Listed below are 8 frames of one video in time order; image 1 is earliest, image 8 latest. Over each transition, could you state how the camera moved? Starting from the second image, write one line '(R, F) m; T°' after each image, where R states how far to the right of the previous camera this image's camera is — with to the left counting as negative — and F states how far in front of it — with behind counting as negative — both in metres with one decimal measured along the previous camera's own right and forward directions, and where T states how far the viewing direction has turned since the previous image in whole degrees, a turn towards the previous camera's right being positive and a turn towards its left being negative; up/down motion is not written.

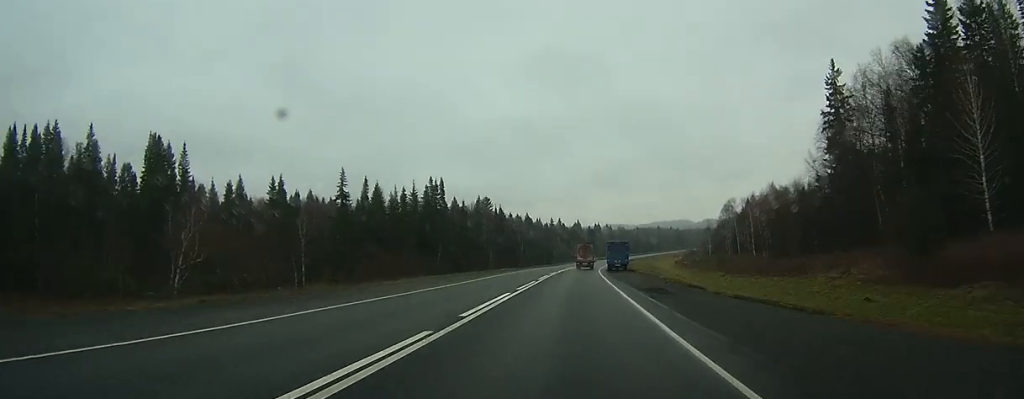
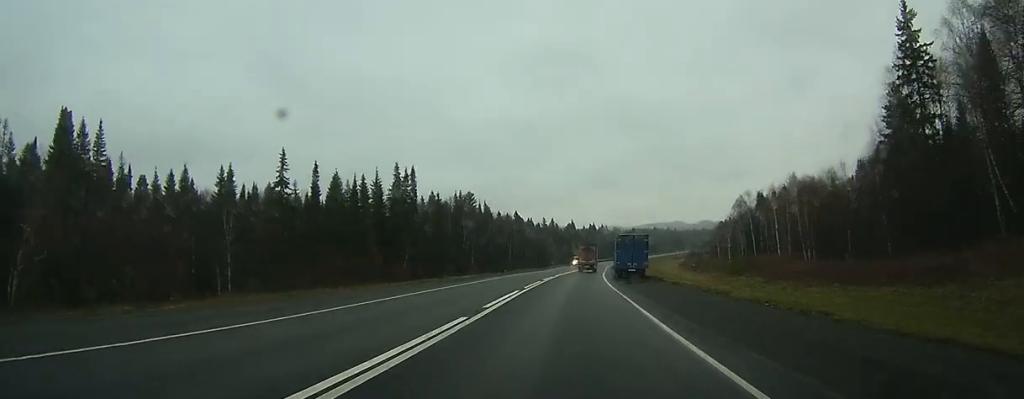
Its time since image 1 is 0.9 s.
(+0.1, +19.9) m; 0°
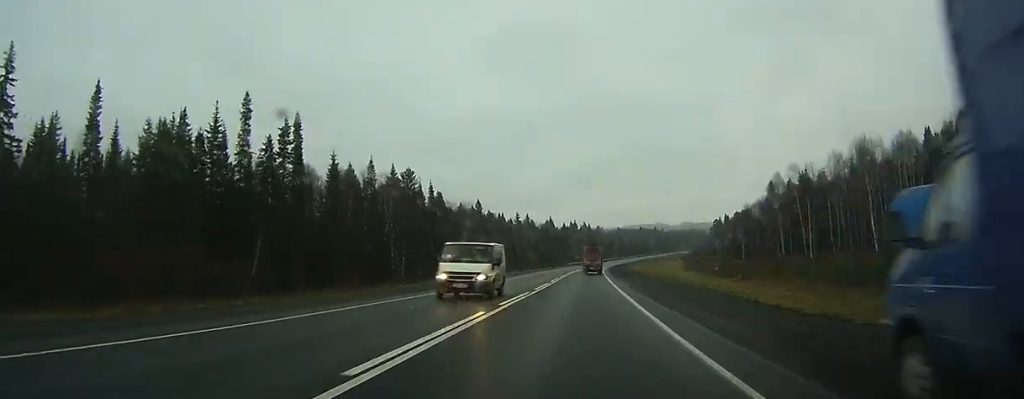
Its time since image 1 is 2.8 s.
(+0.3, +45.1) m; +1°
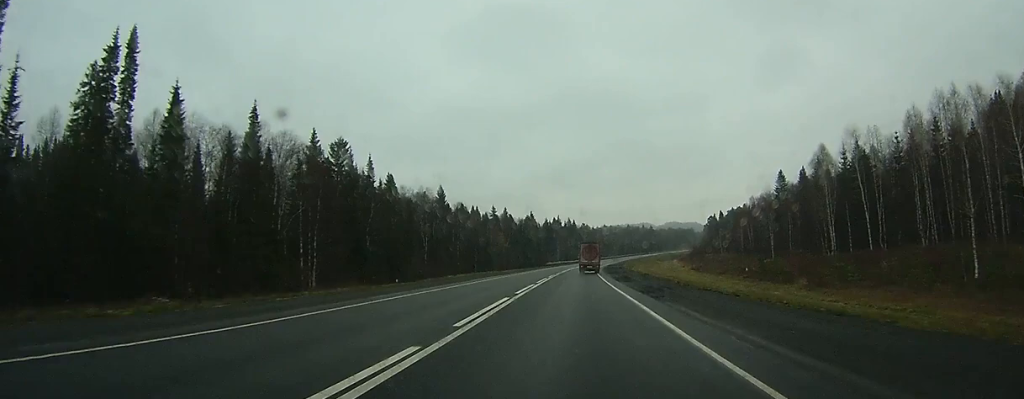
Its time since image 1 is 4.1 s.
(+0.1, +31.9) m; +1°
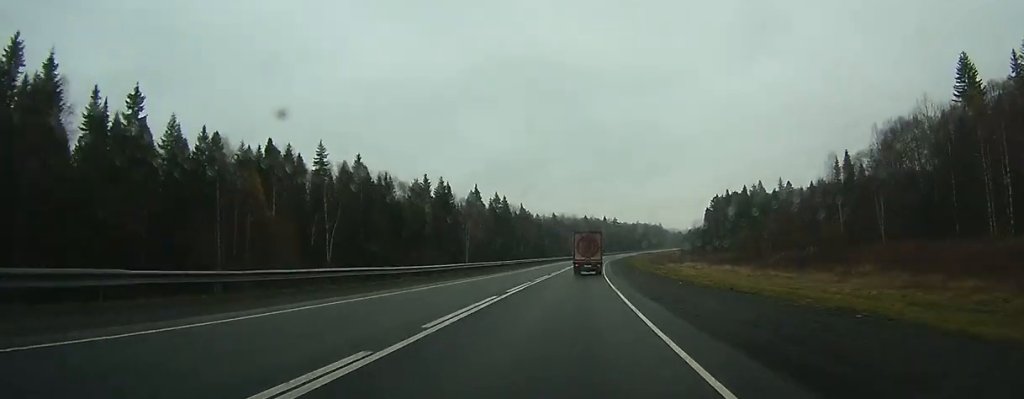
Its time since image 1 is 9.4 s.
(+7.2, +135.5) m; +6°
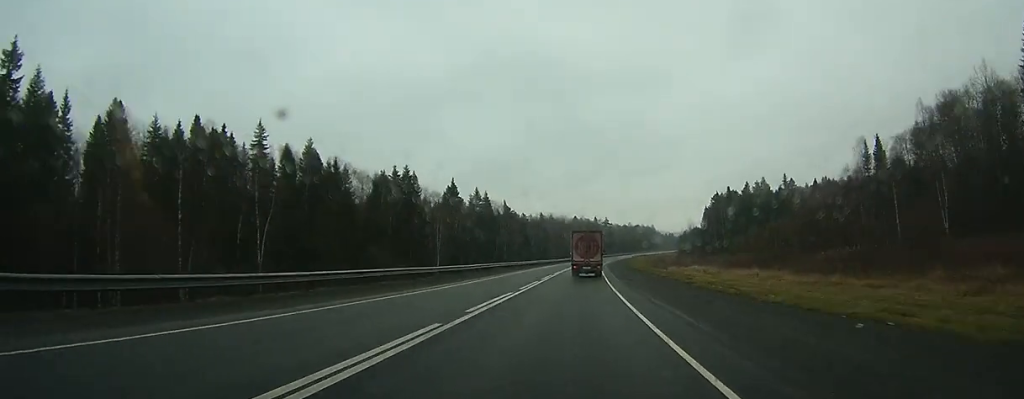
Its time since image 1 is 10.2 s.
(+0.1, +20.0) m; +1°
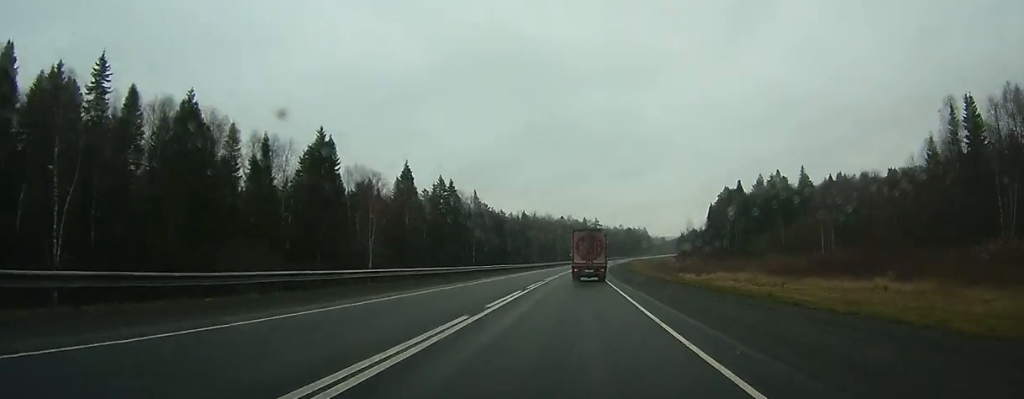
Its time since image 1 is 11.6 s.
(+0.5, +34.4) m; +1°
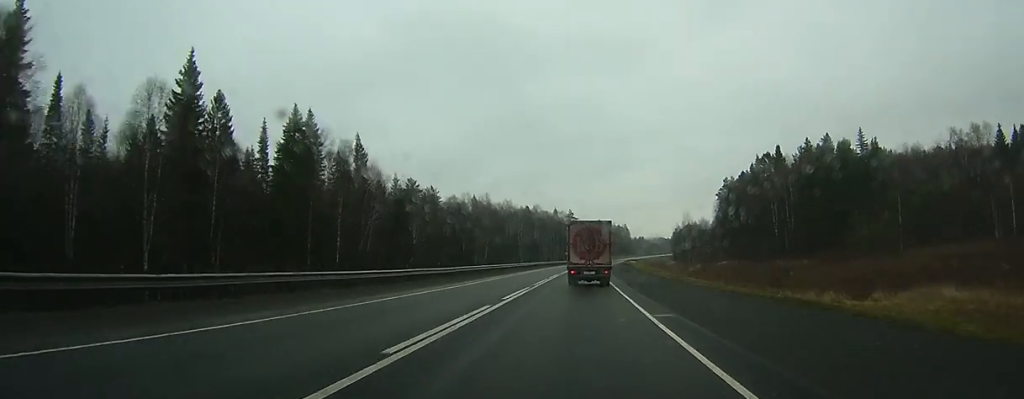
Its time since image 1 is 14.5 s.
(+1.7, +68.6) m; +3°
